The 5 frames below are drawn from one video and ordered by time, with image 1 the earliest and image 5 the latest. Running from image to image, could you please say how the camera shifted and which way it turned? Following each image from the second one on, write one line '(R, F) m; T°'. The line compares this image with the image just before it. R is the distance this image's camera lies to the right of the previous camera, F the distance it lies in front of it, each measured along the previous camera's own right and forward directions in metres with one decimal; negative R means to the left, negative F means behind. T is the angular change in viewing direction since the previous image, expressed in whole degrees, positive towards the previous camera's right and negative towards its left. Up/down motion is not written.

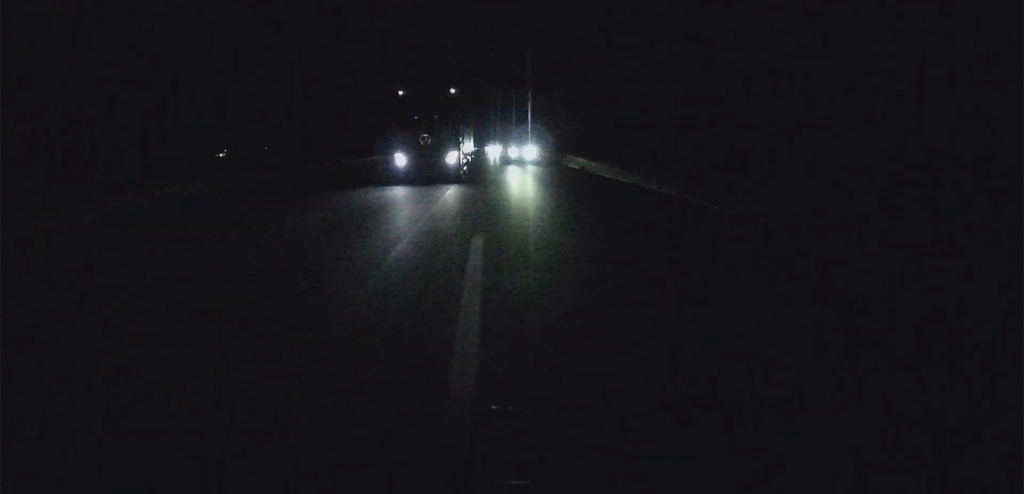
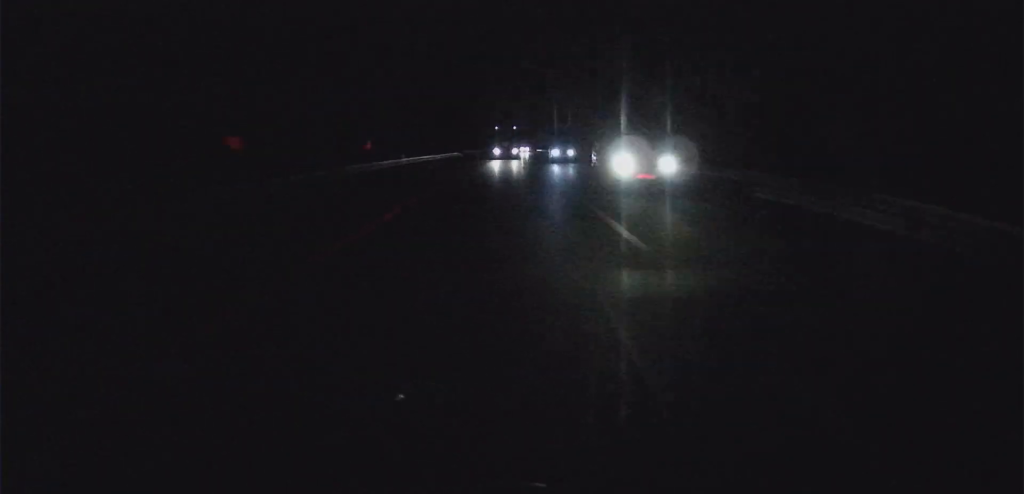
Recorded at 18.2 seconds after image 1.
(-1.6, +498.7) m; 0°
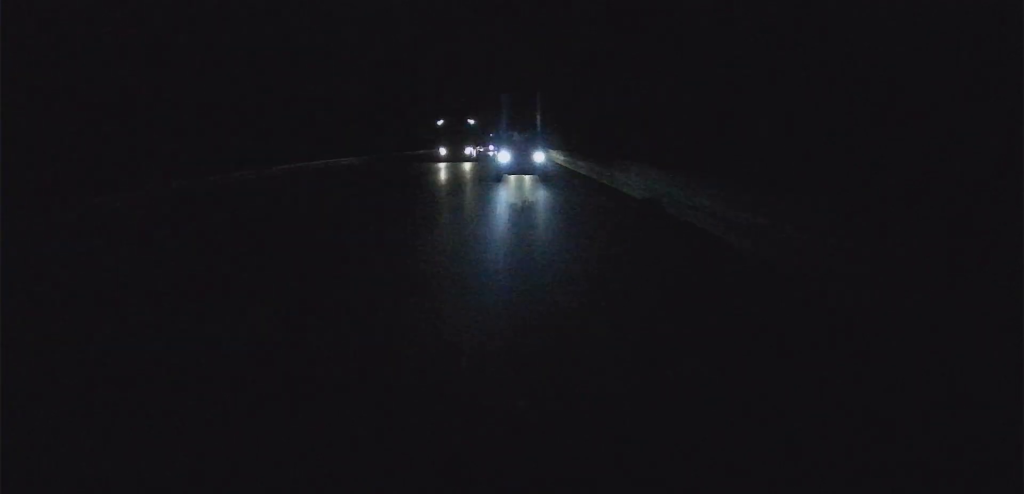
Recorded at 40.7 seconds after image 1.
(-0.6, +632.0) m; 0°
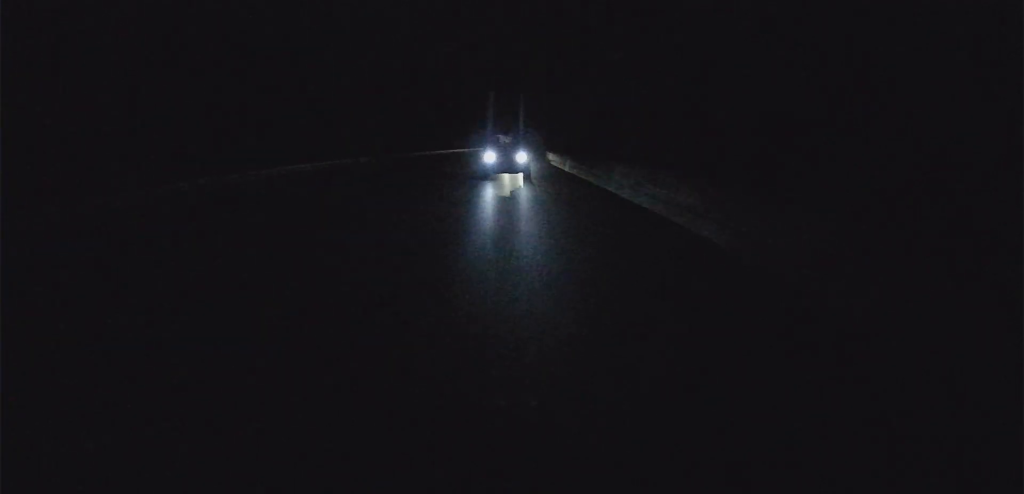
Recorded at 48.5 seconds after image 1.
(+0.6, +220.5) m; 0°
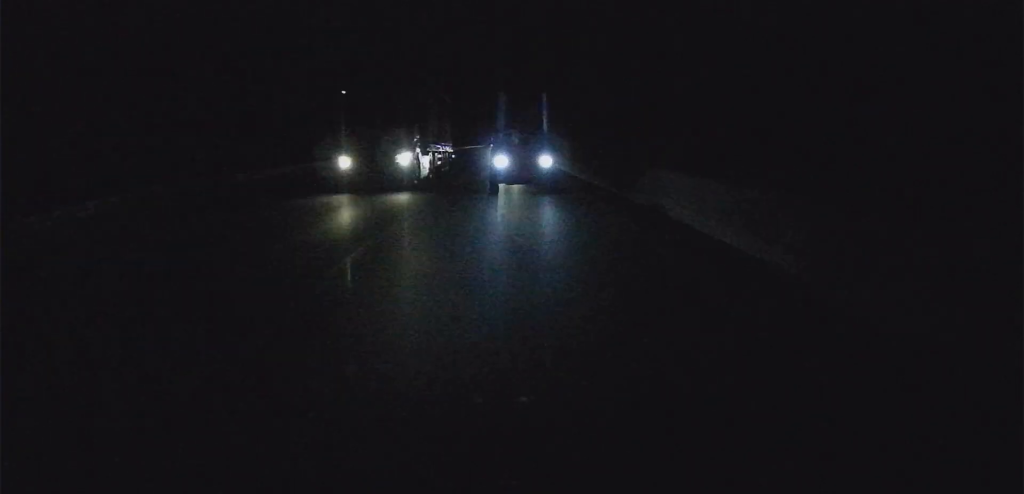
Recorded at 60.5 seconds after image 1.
(+1.3, +342.9) m; 0°
